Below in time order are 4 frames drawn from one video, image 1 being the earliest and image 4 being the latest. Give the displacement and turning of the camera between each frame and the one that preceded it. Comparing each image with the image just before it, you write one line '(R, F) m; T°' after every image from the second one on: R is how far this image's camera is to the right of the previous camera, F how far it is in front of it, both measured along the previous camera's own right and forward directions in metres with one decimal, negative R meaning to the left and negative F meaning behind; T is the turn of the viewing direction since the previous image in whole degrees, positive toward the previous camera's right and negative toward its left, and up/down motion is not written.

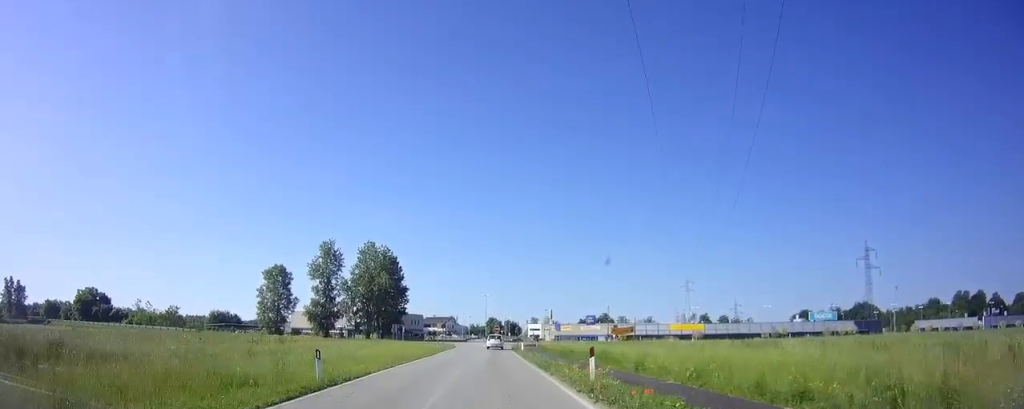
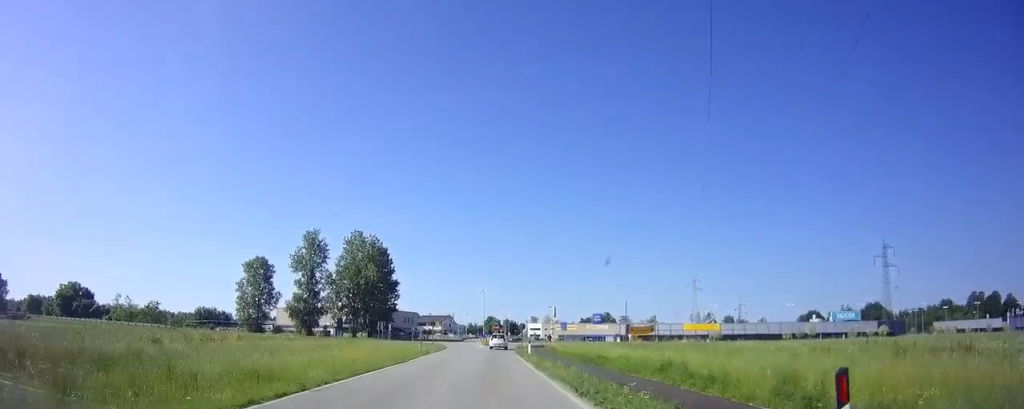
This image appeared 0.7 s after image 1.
(0.0, +9.1) m; 0°
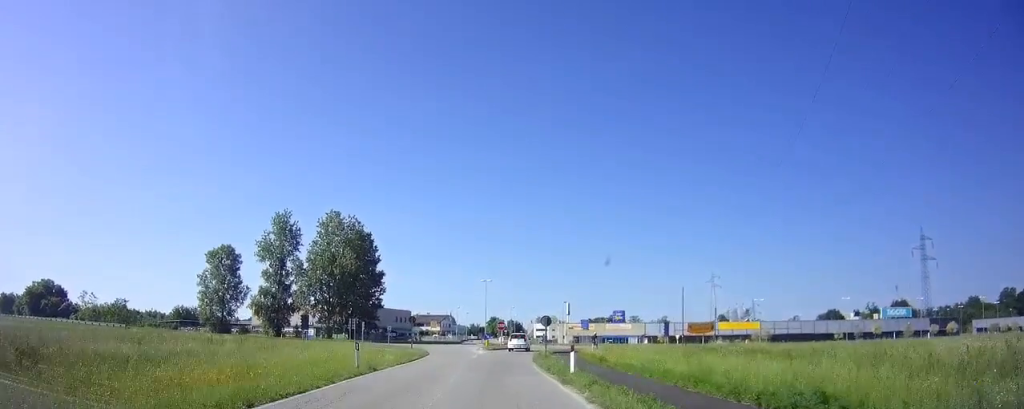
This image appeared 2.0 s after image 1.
(+0.1, +15.6) m; +1°
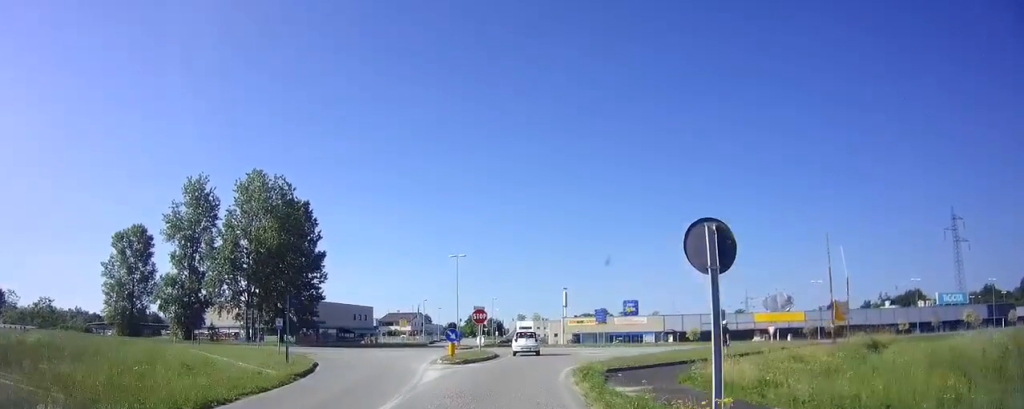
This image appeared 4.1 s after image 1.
(+0.6, +18.6) m; +4°
